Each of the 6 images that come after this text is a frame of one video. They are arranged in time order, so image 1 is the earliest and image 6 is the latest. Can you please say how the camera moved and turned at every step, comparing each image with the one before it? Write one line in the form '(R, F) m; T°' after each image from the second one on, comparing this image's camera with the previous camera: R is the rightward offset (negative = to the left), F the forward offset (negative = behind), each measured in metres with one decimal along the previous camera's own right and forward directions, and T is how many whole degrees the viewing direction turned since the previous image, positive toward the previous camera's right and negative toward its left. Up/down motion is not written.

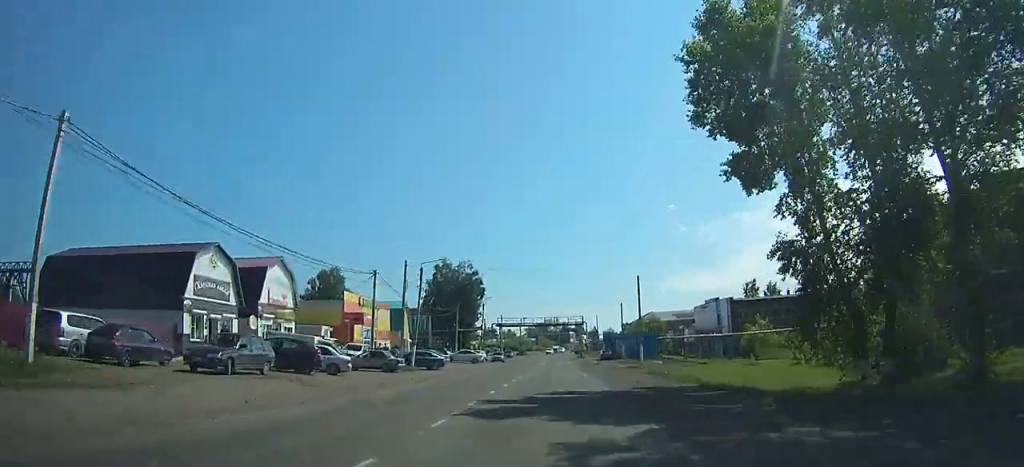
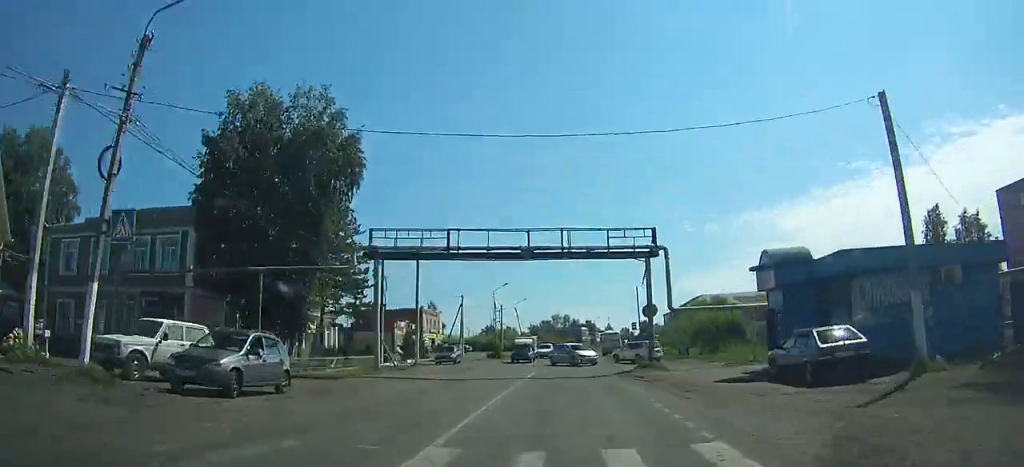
(-0.5, +66.4) m; 0°
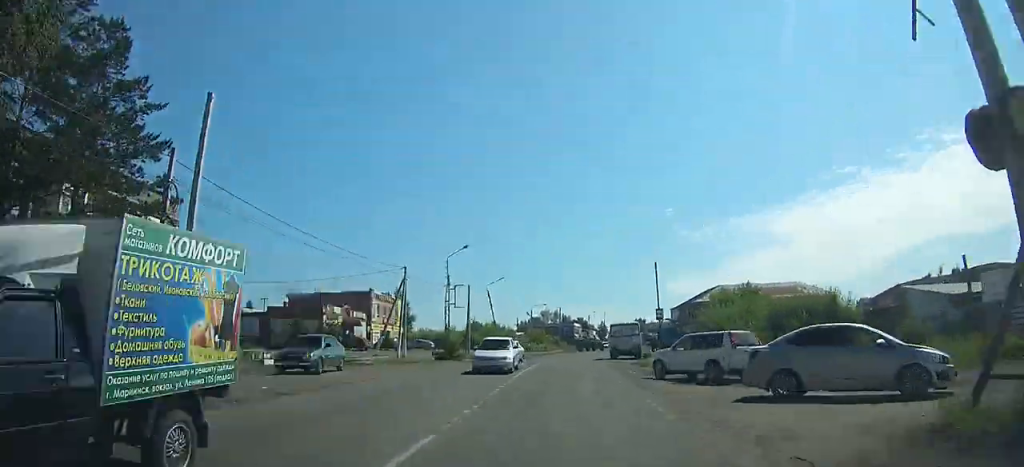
(0.0, +25.6) m; +1°
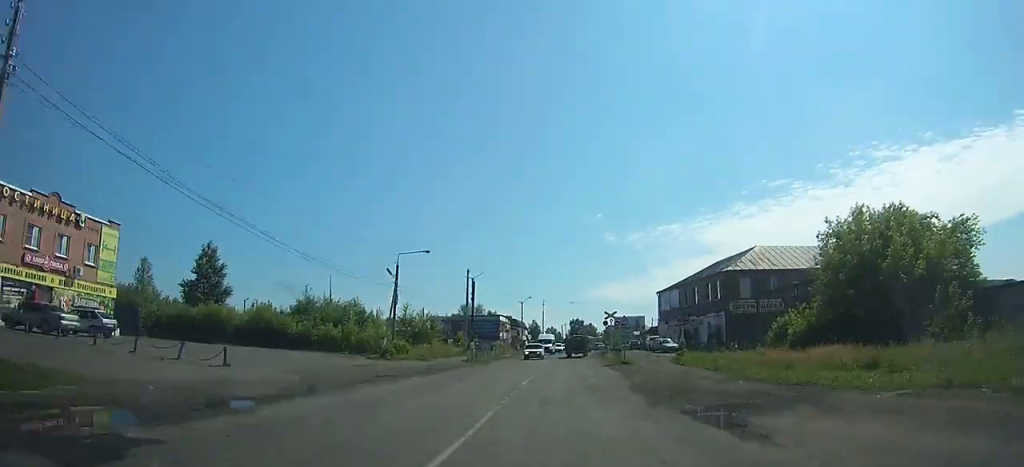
(+1.8, +53.9) m; +6°
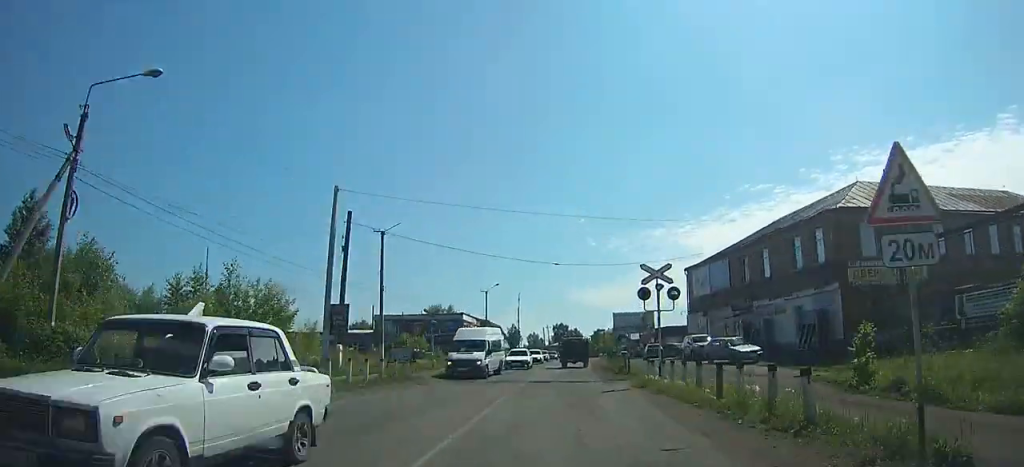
(+1.1, +24.0) m; +3°
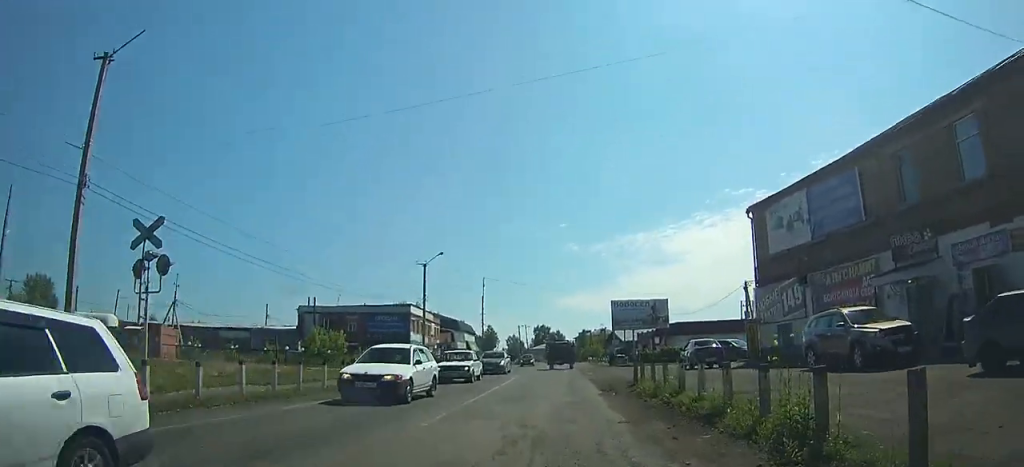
(+0.6, +24.4) m; +2°
